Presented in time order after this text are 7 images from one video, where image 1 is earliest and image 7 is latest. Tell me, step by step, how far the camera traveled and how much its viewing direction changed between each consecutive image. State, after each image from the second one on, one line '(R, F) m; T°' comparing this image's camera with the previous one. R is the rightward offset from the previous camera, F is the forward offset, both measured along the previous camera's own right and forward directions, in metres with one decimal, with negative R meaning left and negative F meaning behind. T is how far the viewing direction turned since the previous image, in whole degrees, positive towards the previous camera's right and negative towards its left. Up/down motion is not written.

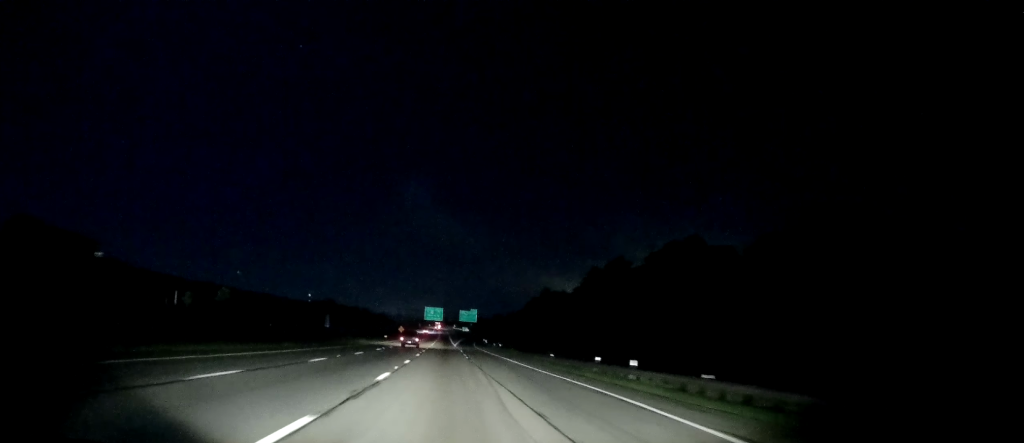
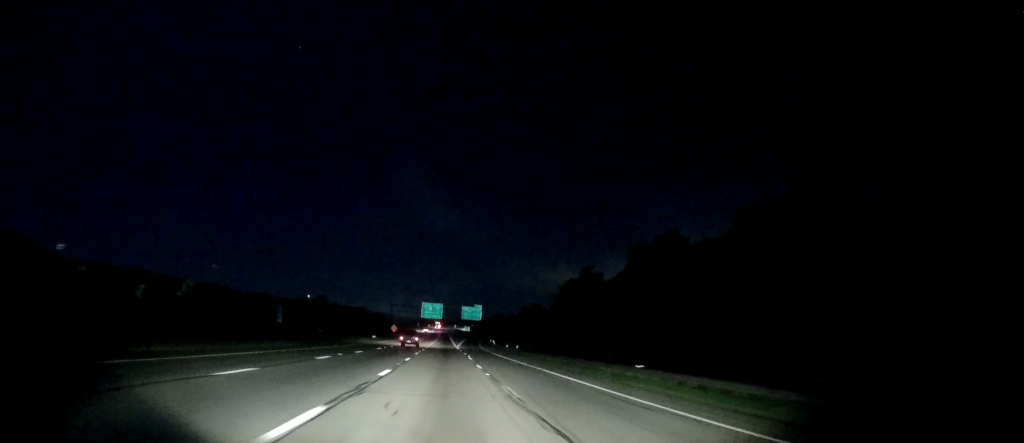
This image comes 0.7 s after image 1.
(+0.2, +22.8) m; +1°
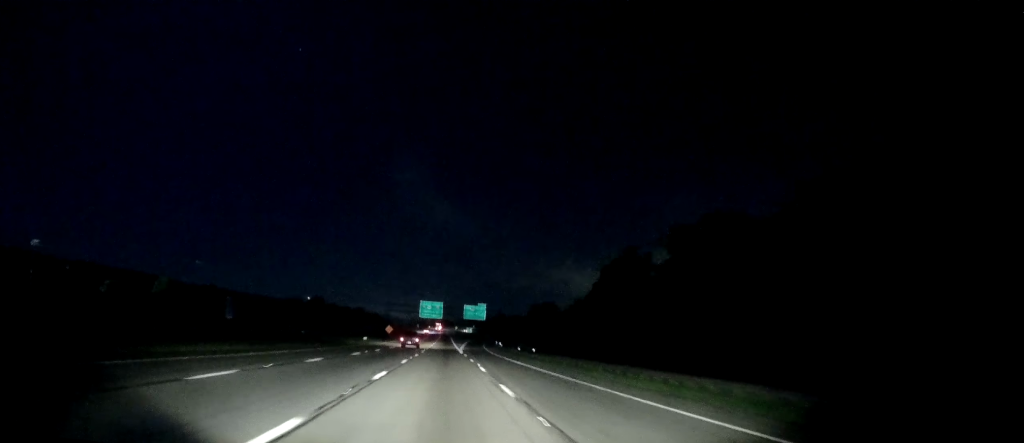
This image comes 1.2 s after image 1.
(0.0, +13.5) m; +1°
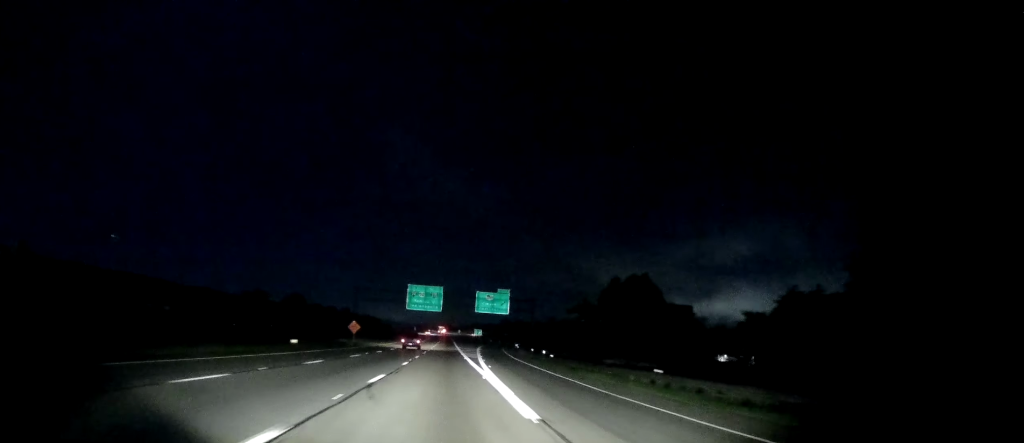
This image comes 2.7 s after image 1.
(+0.2, +48.9) m; 0°
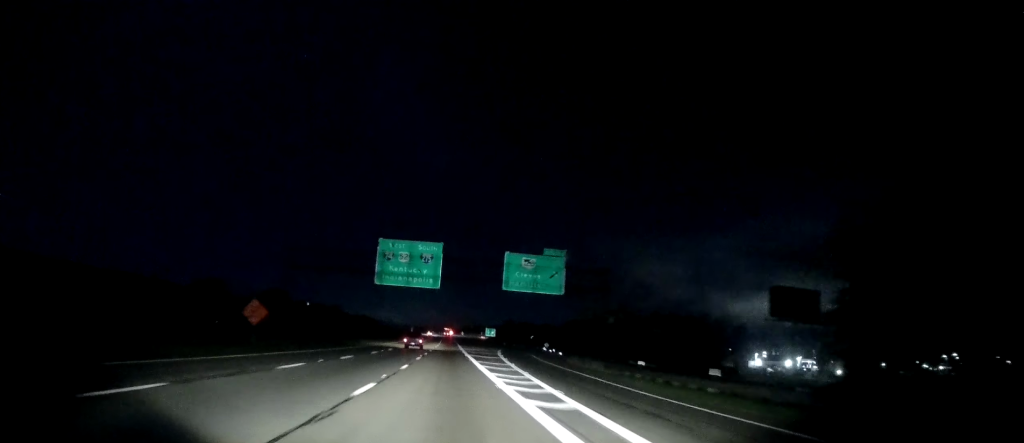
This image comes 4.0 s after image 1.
(-0.4, +40.6) m; 0°
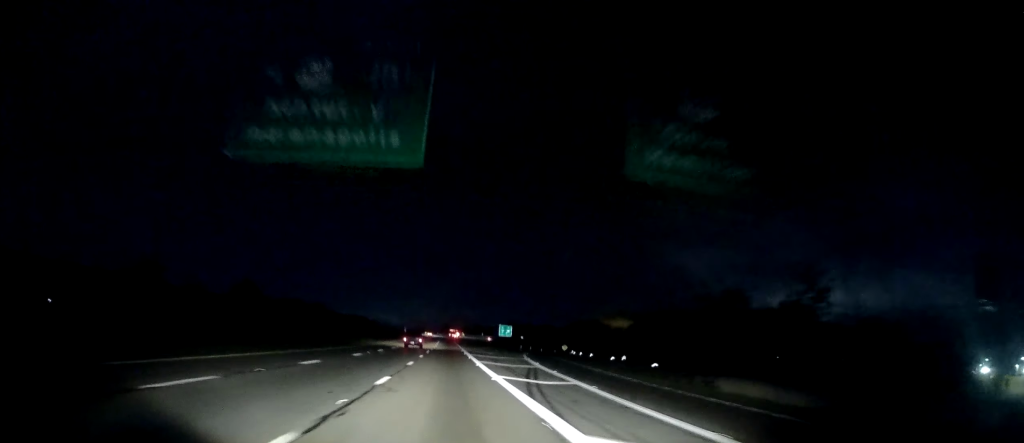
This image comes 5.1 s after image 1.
(+0.6, +33.3) m; +1°
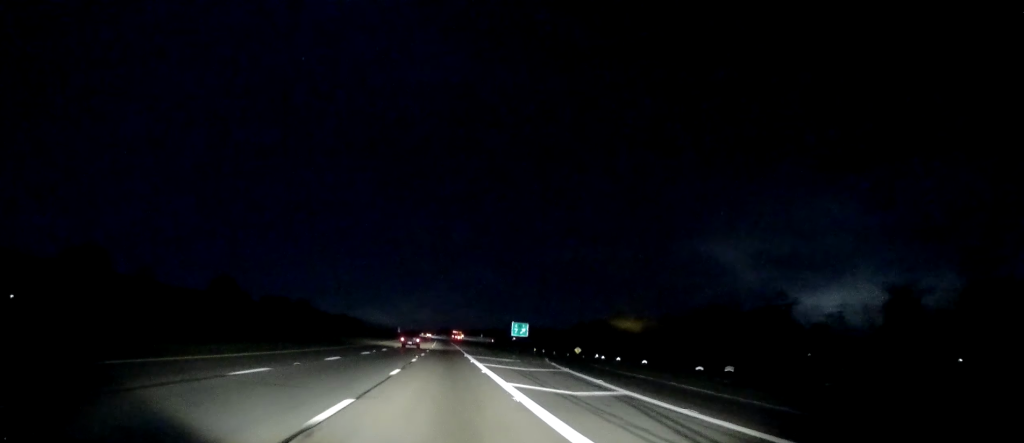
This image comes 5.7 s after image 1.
(-0.2, +19.7) m; -1°
